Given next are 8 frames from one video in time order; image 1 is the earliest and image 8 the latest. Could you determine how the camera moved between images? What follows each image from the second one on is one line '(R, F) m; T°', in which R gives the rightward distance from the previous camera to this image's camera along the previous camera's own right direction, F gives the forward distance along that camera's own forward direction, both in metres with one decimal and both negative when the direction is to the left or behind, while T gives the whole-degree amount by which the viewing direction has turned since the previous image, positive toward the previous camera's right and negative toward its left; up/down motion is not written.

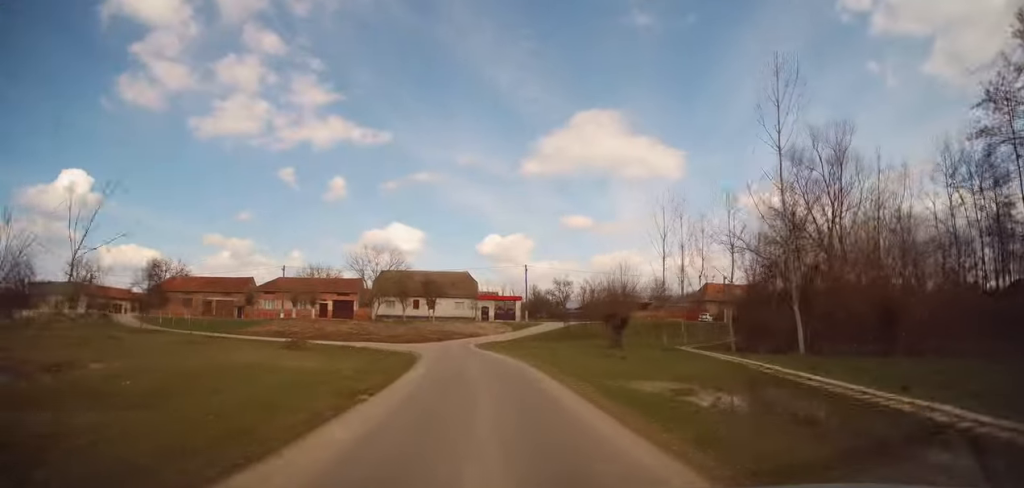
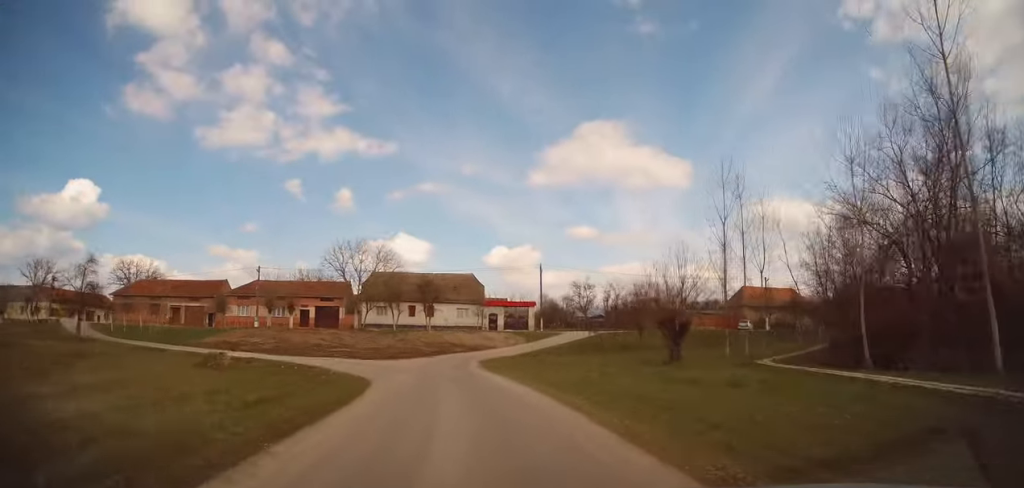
(-0.2, +11.9) m; -1°
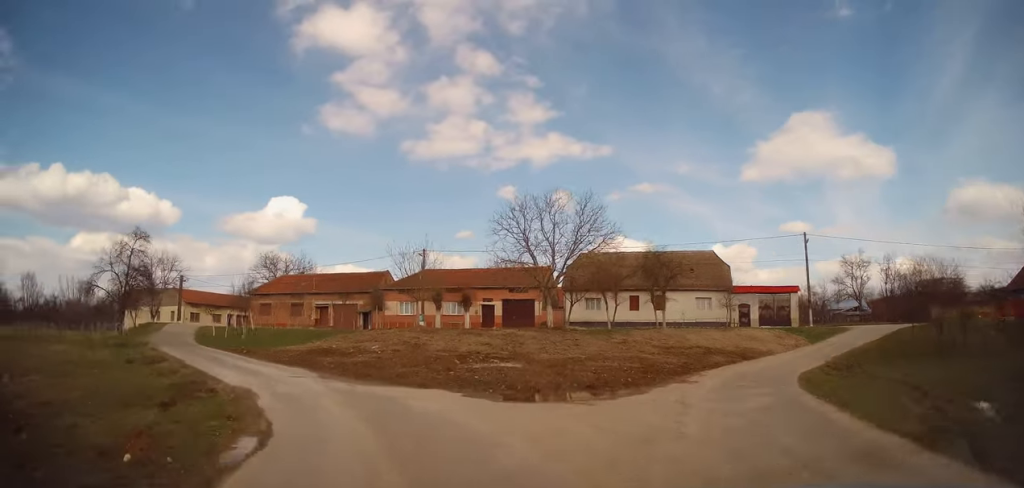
(-1.2, +20.2) m; -19°
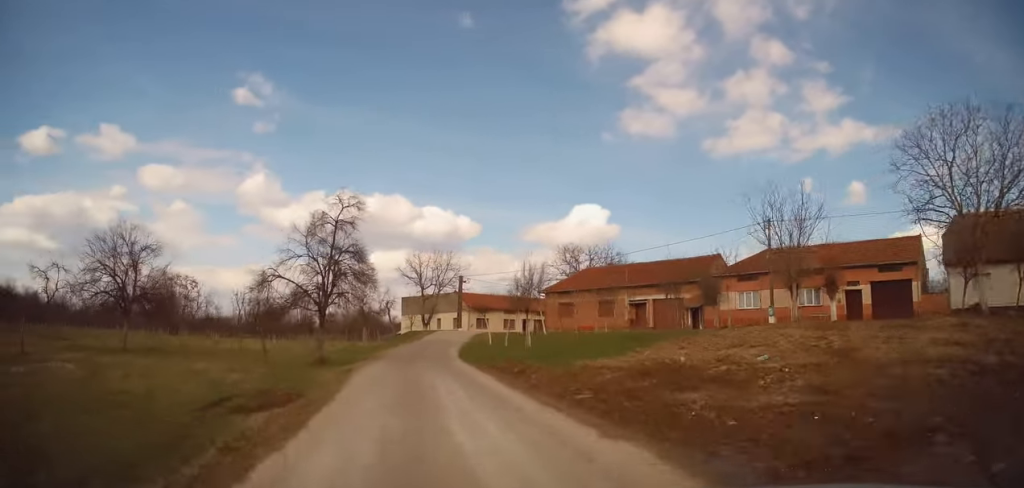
(-4.2, +13.1) m; -33°
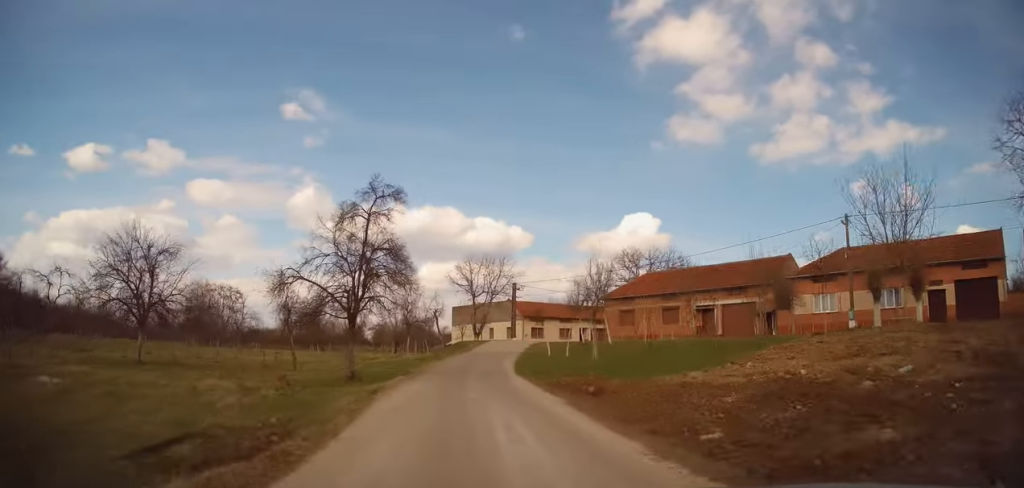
(-0.4, +3.7) m; -4°
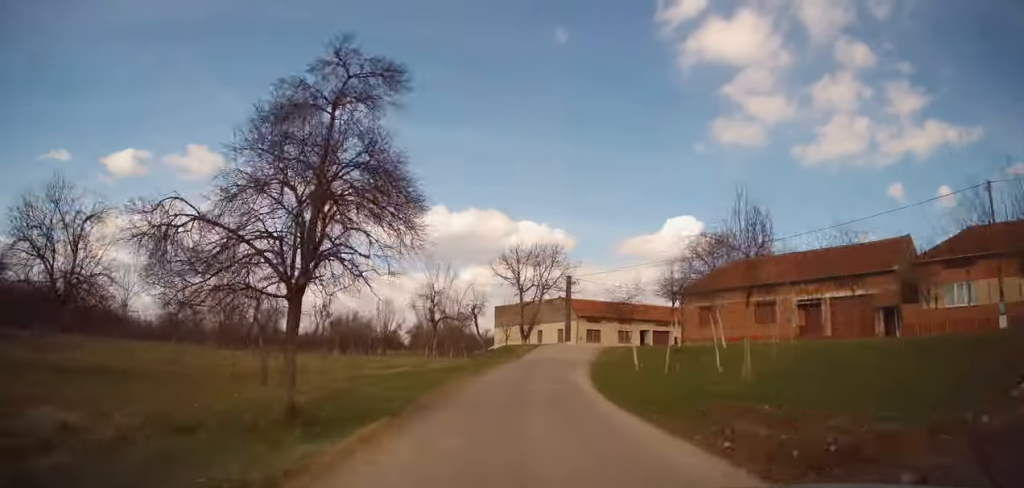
(-0.8, +9.4) m; -4°
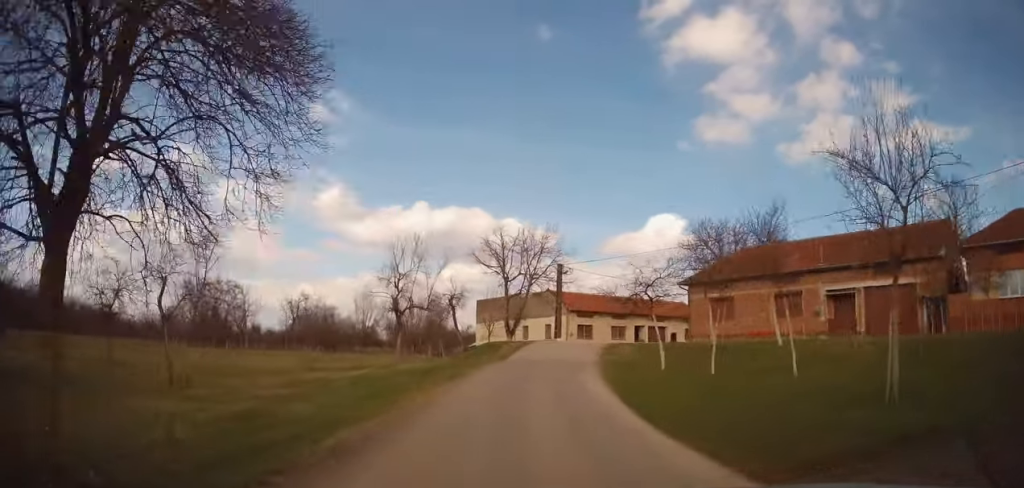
(-0.1, +5.1) m; 0°
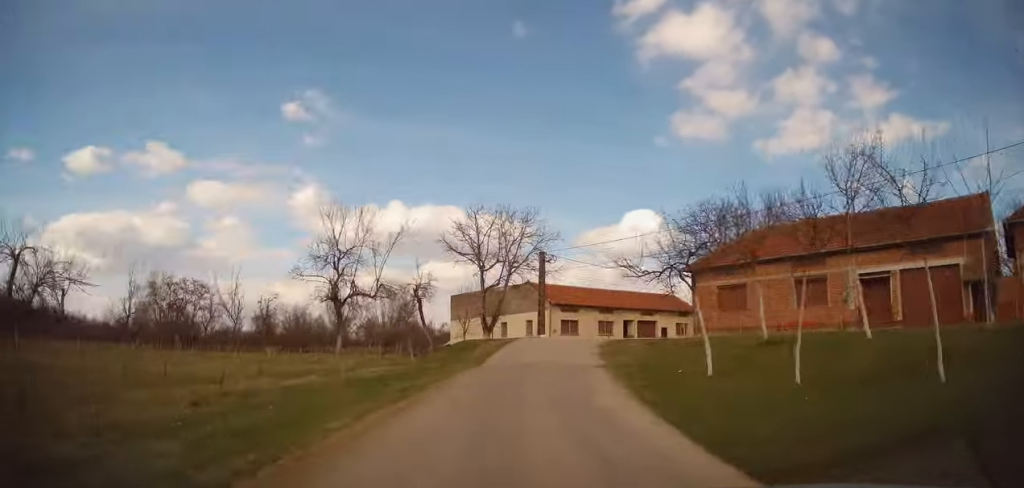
(+0.2, +4.8) m; +1°
